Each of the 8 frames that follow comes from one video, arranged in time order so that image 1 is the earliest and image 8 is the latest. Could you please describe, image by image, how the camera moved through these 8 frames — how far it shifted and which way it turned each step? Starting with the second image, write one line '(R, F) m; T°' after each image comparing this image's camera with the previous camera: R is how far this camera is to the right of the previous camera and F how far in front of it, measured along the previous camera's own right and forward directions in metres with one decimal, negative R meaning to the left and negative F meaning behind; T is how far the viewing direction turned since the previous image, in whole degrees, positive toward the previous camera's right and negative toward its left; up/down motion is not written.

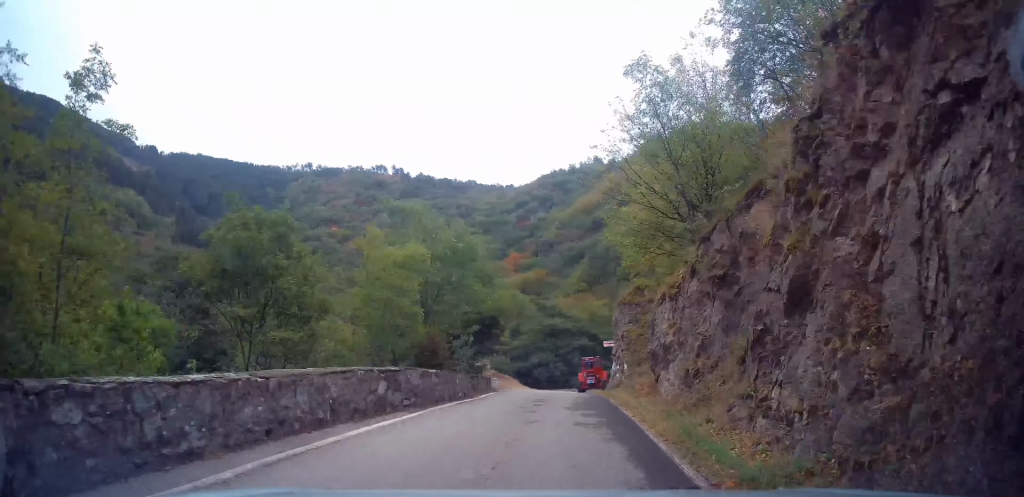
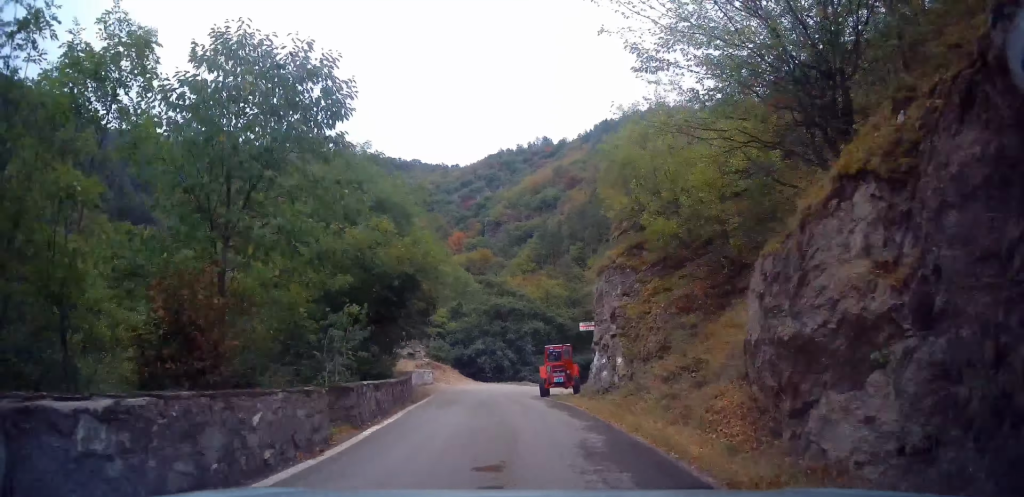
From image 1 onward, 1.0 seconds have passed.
(+0.6, +9.1) m; +7°
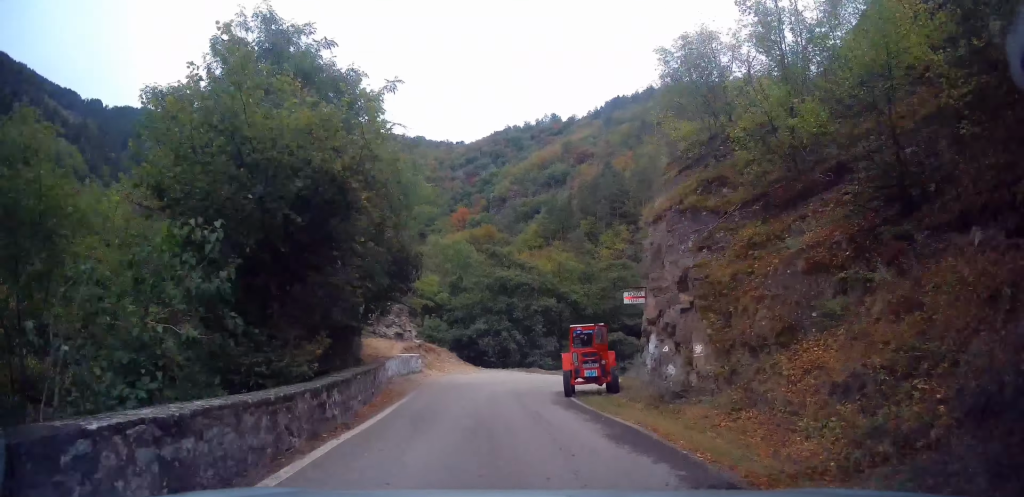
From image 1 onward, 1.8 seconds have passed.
(+0.3, +6.4) m; +3°
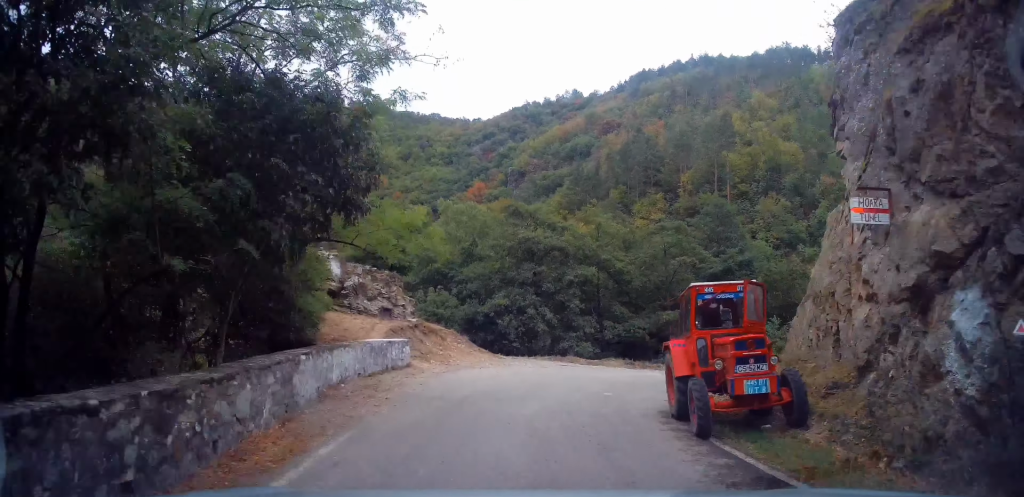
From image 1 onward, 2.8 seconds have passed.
(+0.2, +8.9) m; +2°
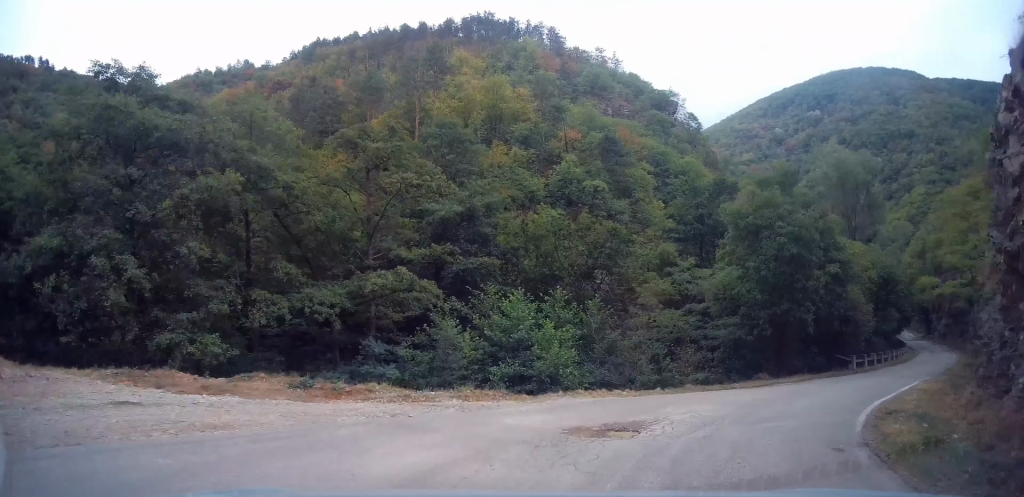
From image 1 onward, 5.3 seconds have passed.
(+2.7, +17.2) m; +32°
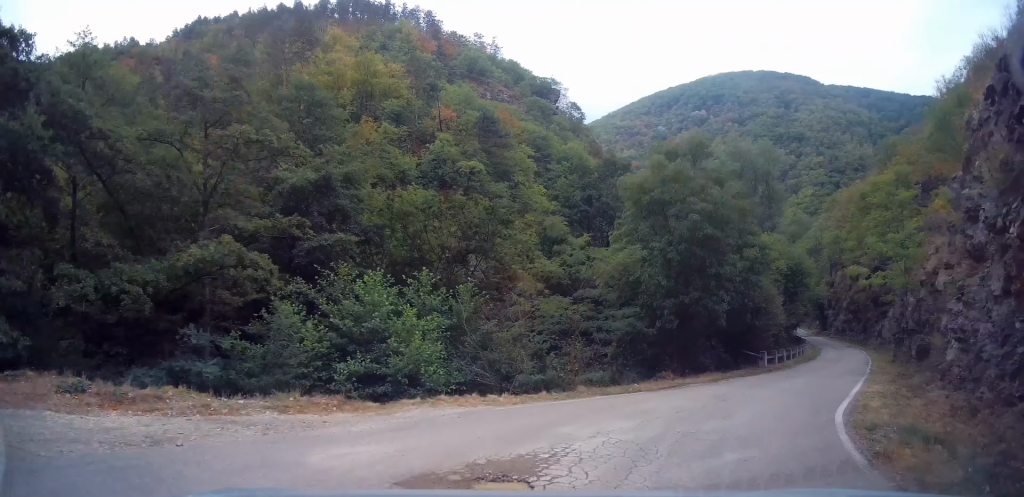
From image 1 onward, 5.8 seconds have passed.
(+0.5, +3.5) m; +15°
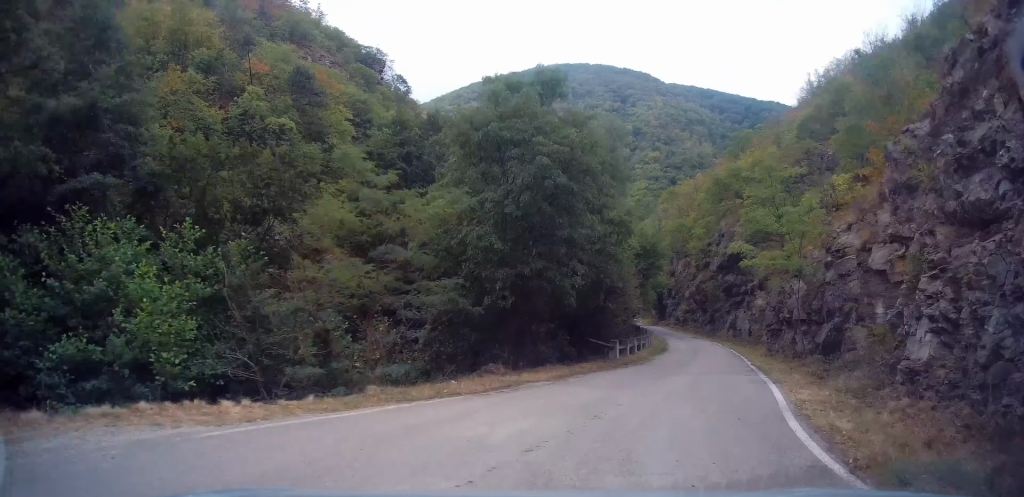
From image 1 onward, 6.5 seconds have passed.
(+0.4, +4.7) m; +21°
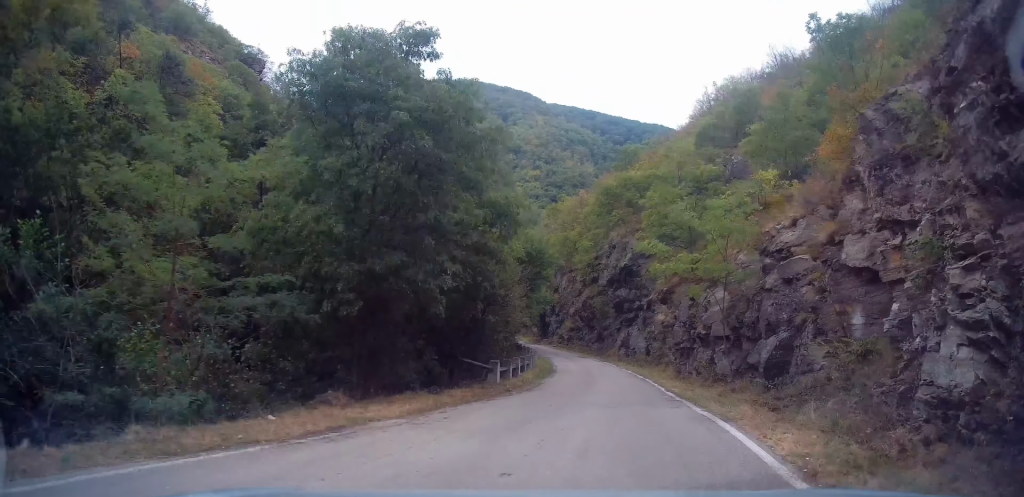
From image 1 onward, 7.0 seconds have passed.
(+0.9, +3.7) m; +9°
